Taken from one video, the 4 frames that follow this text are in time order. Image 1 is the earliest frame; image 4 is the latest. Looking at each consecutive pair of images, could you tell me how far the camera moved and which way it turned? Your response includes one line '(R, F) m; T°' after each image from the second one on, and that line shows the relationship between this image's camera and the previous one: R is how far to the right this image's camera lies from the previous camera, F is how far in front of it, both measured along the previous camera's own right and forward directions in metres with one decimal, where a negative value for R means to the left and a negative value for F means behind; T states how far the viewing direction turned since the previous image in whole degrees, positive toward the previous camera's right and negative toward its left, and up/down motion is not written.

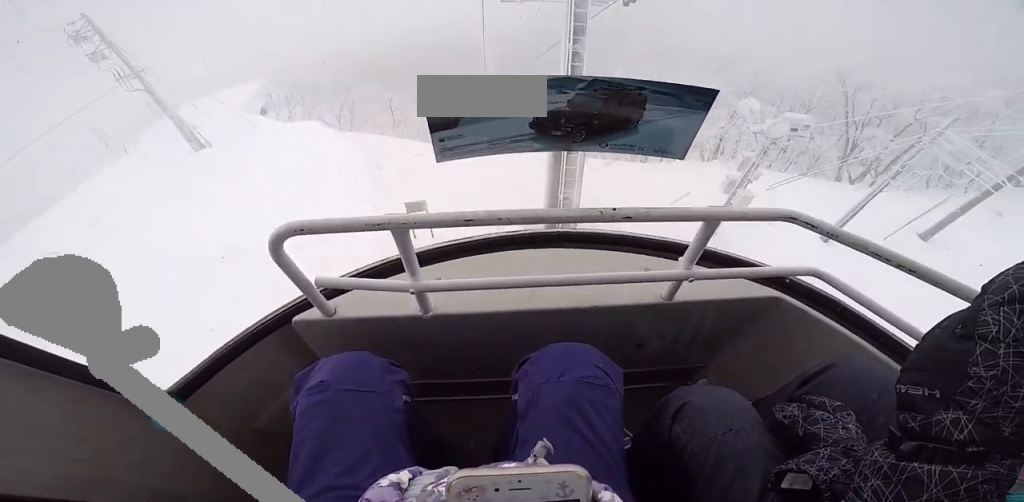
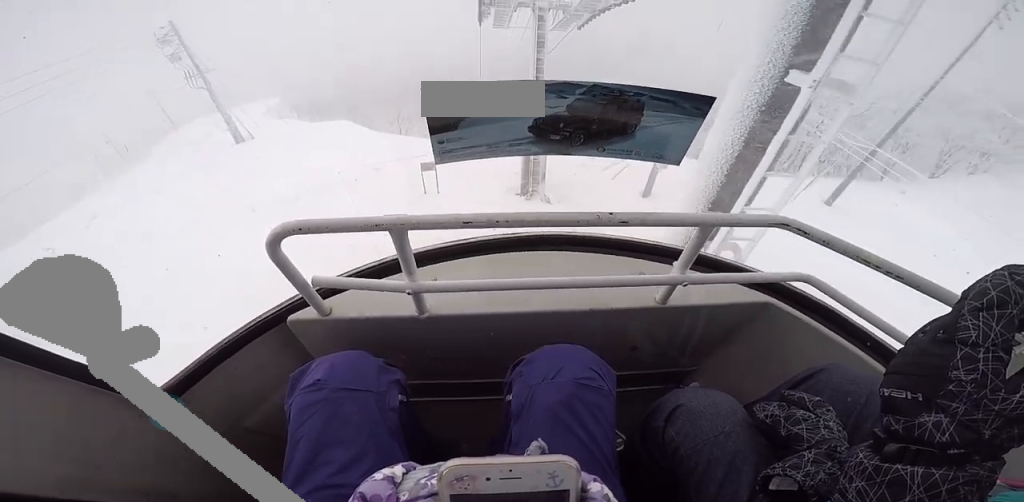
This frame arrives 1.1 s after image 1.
(+0.3, +4.9) m; 0°
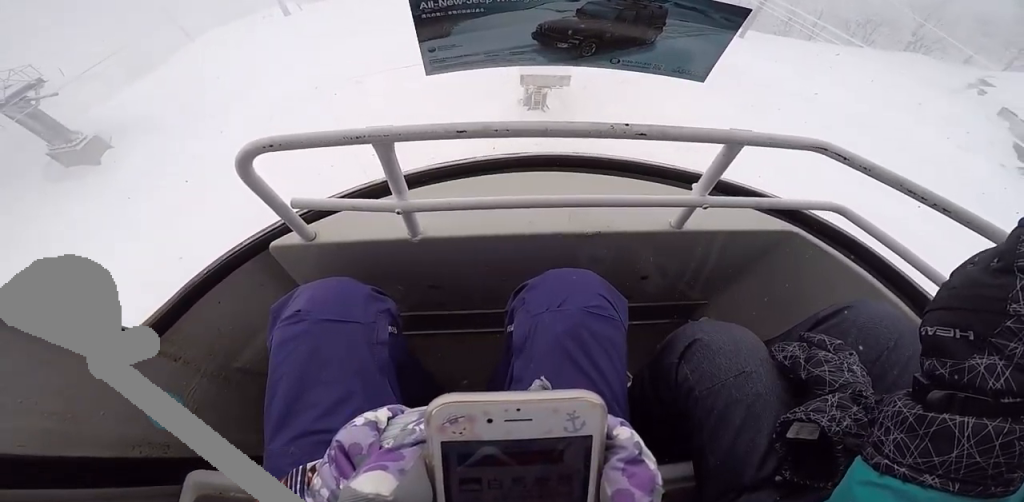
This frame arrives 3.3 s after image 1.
(+0.1, +10.9) m; 0°
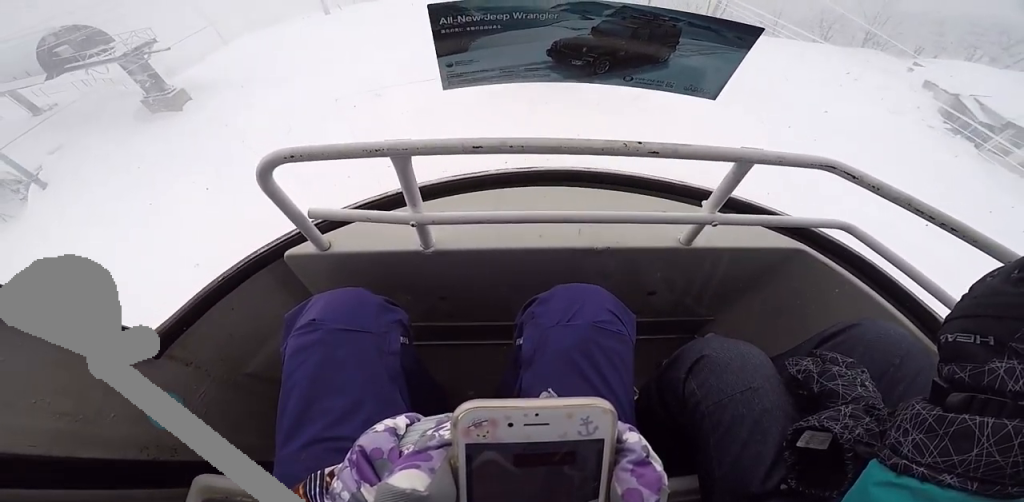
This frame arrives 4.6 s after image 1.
(-0.8, +6.5) m; -6°
